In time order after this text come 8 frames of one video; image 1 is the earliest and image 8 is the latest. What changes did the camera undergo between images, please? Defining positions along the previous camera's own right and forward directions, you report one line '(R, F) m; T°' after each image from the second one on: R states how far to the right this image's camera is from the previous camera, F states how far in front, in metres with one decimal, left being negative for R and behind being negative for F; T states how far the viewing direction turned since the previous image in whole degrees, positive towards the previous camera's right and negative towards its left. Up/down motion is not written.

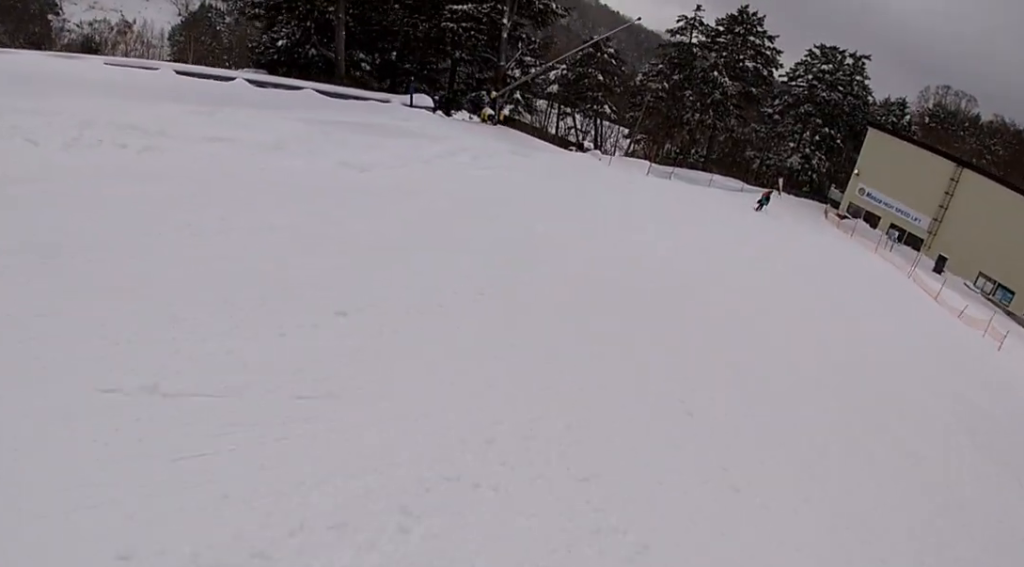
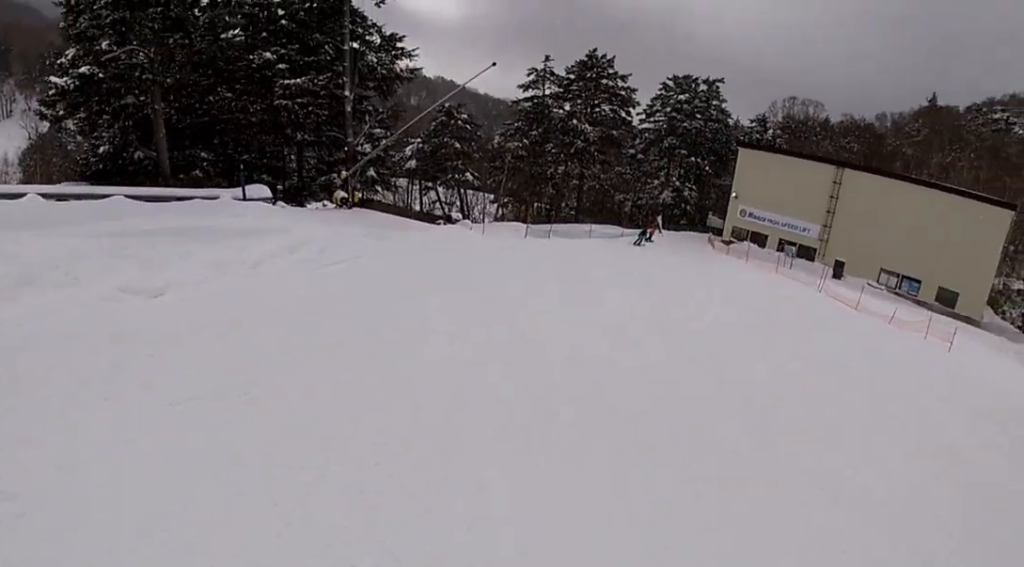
(+0.5, +4.7) m; +6°
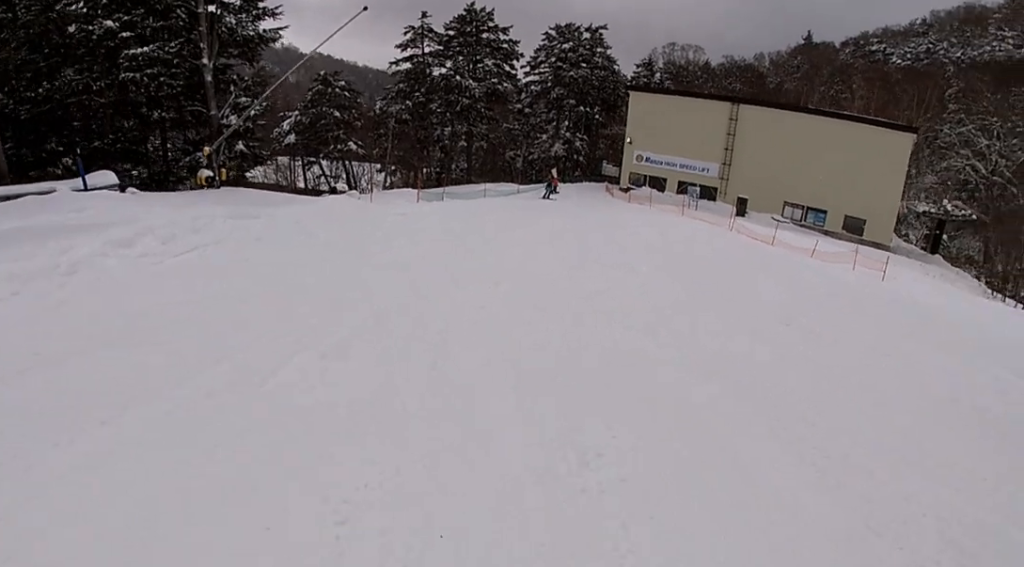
(+0.6, +2.7) m; +3°
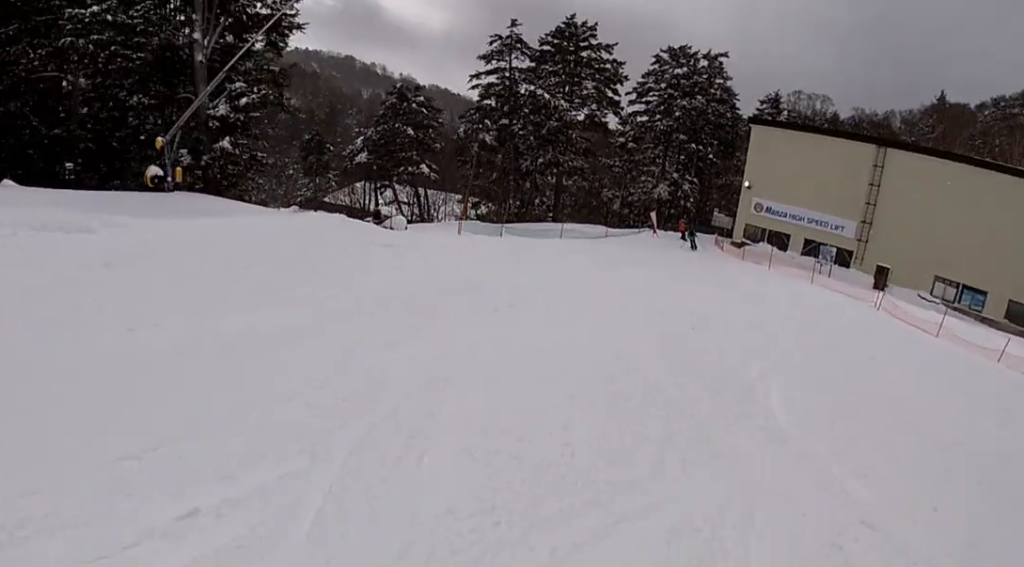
(-1.0, +8.4) m; -8°
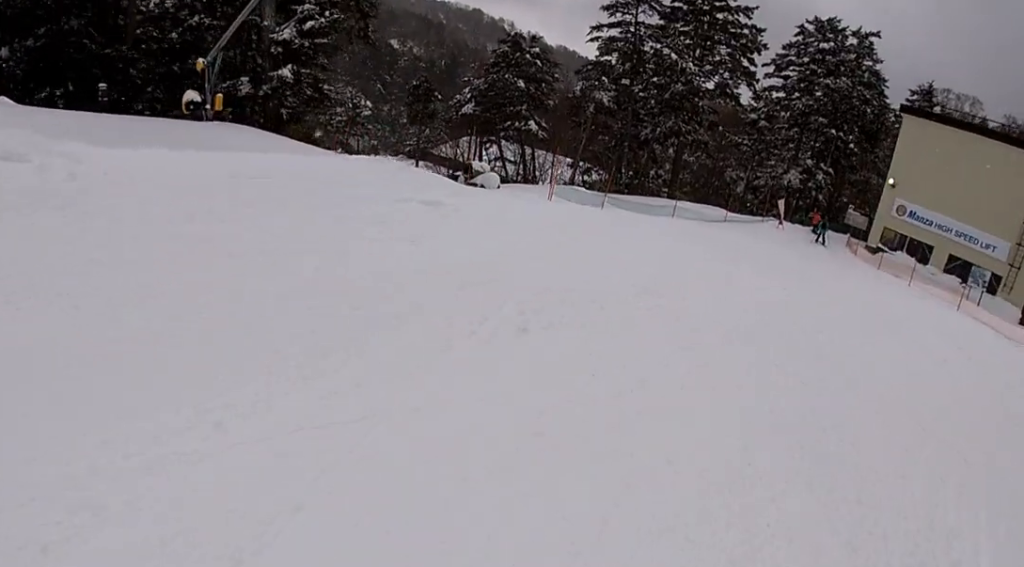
(0.0, +3.4) m; 0°
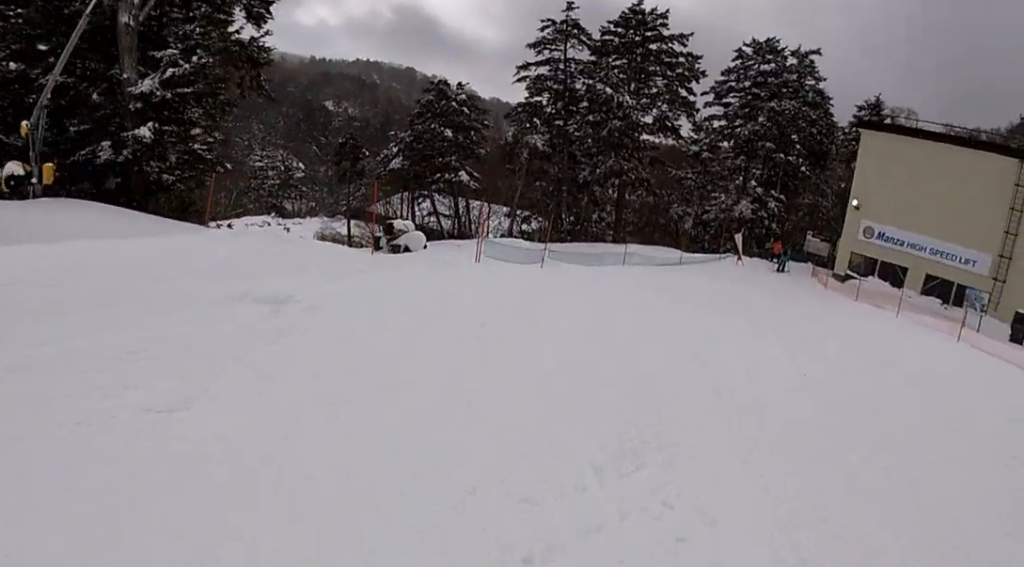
(0.0, +4.4) m; +5°
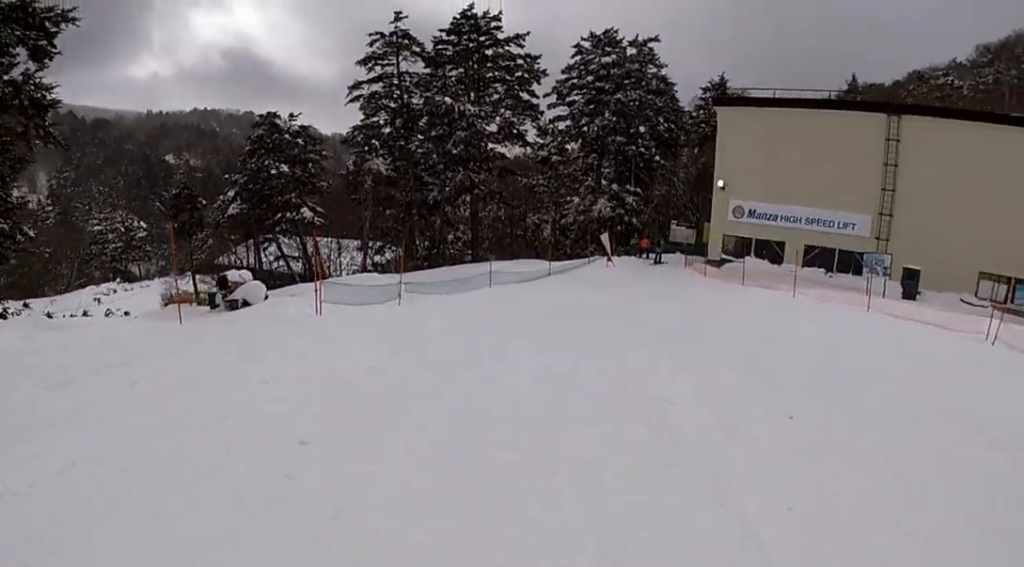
(-0.2, +3.5) m; +5°
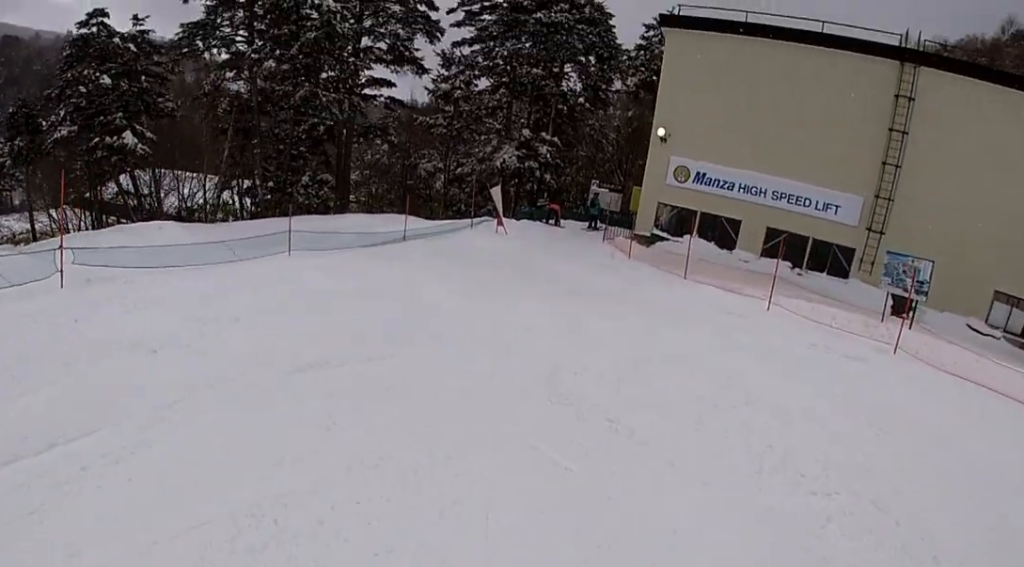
(+1.3, +9.7) m; -4°
